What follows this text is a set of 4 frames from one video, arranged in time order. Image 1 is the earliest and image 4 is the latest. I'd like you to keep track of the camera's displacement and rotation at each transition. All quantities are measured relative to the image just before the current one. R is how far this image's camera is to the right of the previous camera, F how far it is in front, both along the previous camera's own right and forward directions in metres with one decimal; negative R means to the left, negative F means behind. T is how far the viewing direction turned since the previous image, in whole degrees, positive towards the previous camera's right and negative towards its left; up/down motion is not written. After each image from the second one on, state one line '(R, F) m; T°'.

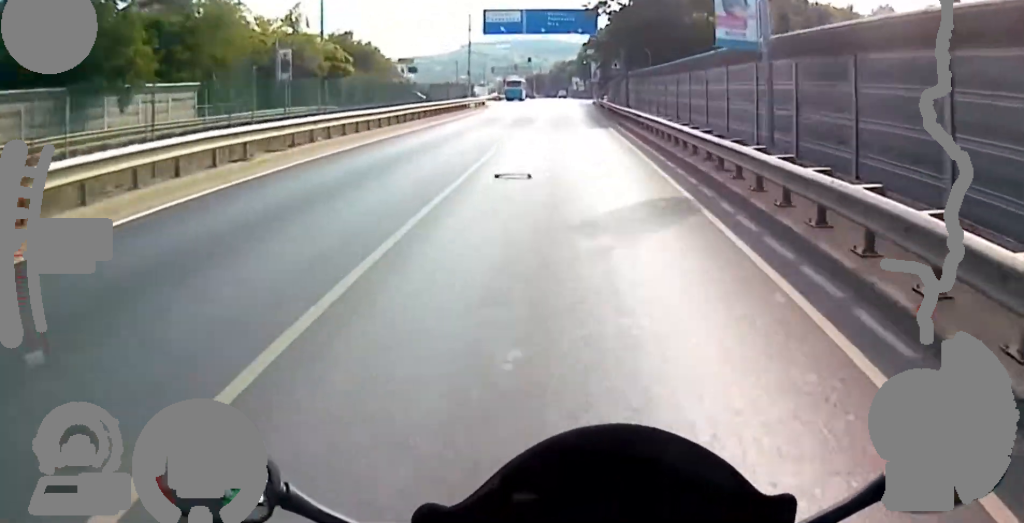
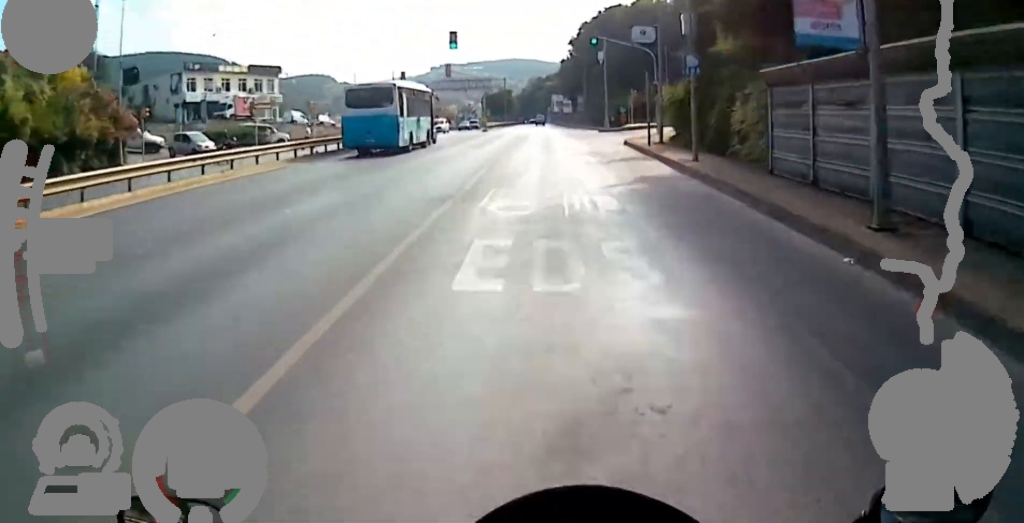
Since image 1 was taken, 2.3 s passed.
(-1.6, +70.0) m; -2°
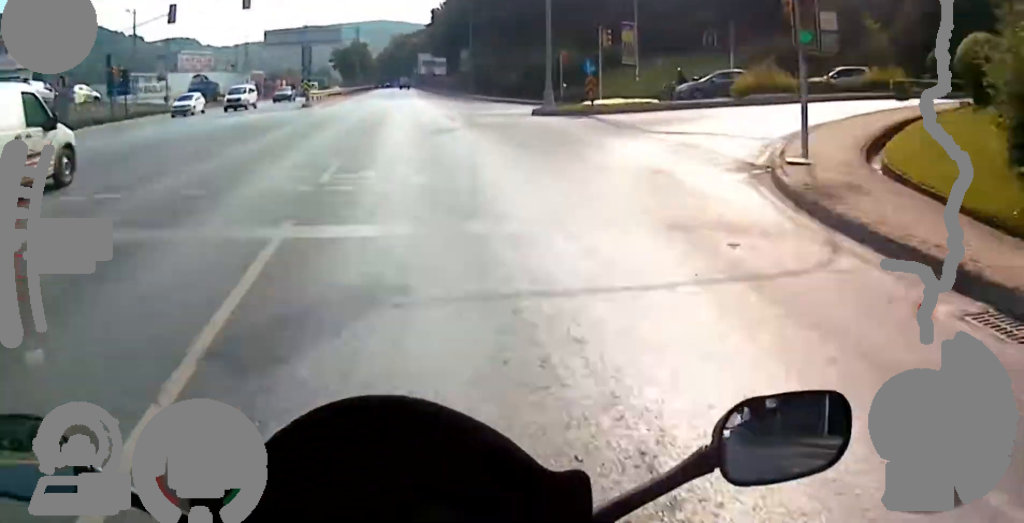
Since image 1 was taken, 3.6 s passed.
(-0.1, +38.3) m; -2°
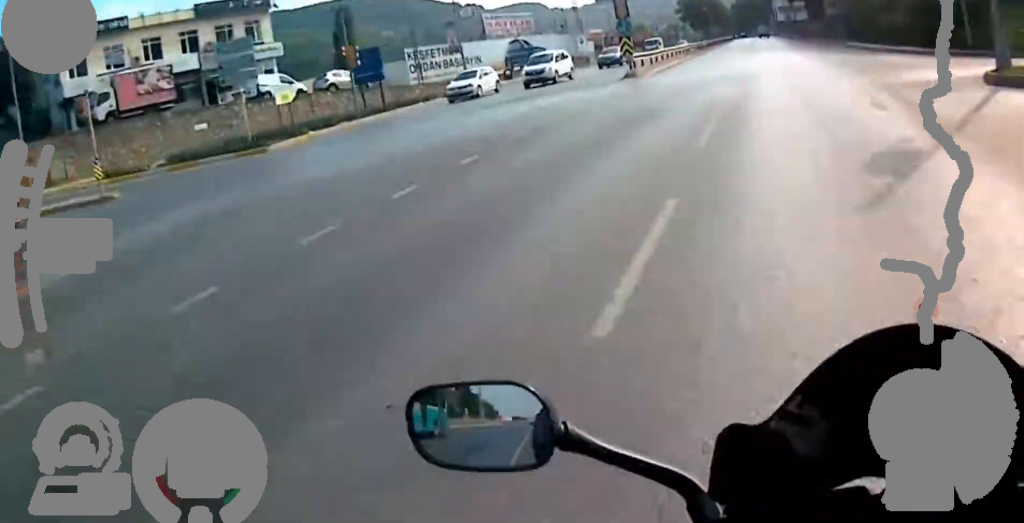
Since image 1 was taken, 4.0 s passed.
(-0.2, +15.5) m; -1°
